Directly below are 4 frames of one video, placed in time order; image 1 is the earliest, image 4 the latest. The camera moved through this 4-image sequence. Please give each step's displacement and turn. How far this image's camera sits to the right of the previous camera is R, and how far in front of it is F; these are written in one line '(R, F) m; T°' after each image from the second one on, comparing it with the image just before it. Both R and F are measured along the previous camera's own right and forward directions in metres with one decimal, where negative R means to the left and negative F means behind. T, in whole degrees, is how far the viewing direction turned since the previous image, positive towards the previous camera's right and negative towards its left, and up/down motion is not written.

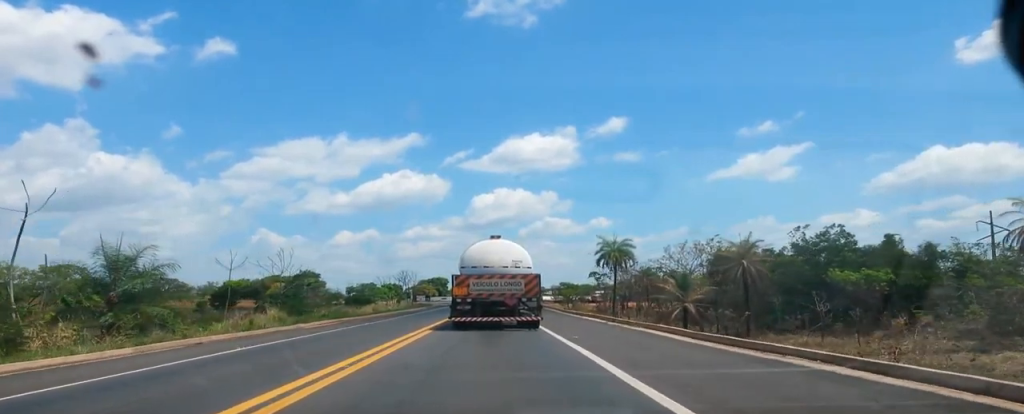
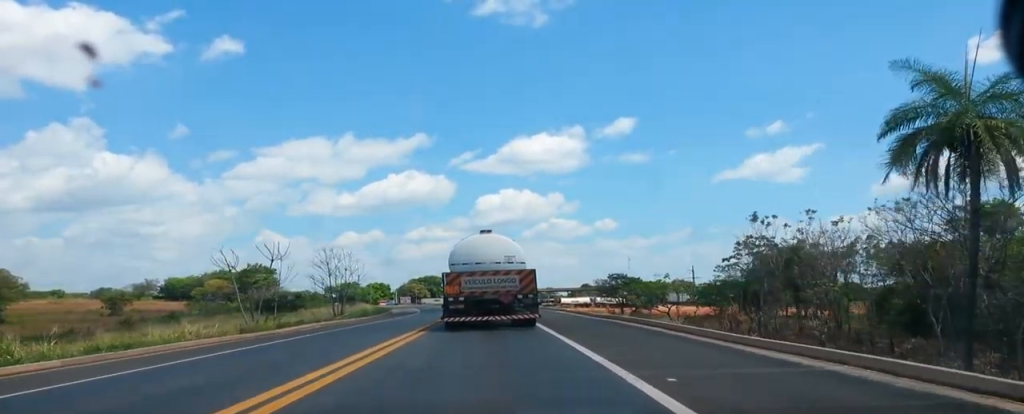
(+0.8, +66.4) m; 0°
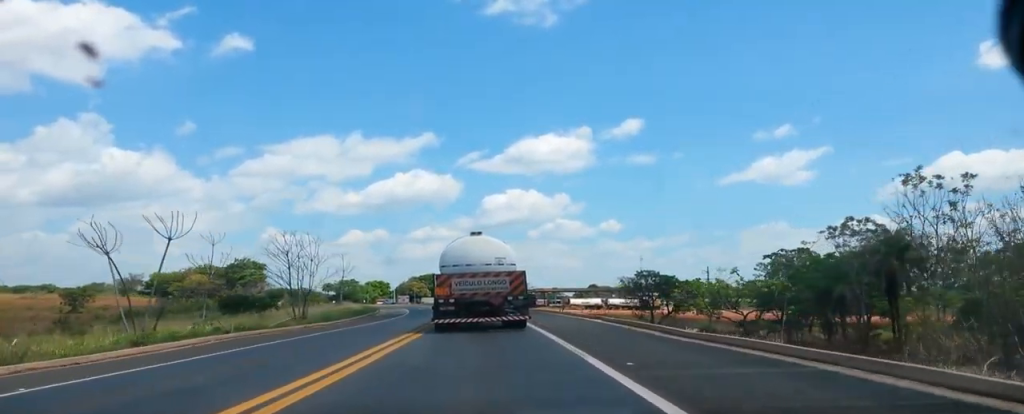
(0.0, +15.7) m; -1°
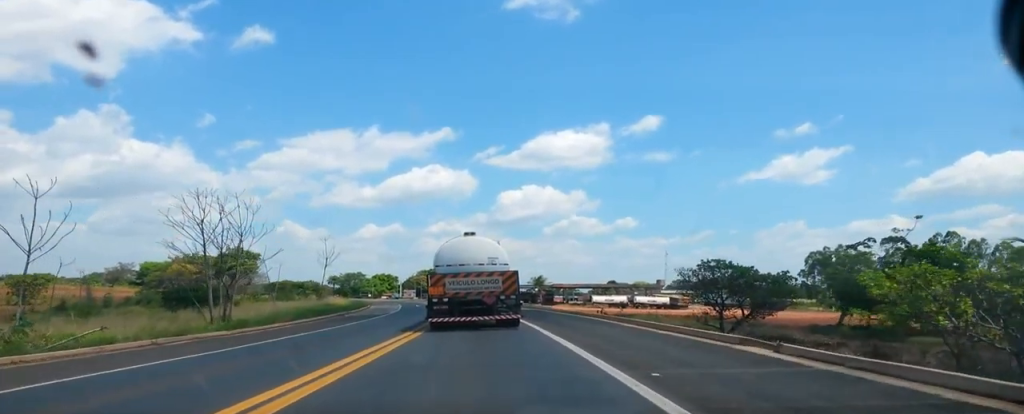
(-0.2, +19.3) m; -1°
